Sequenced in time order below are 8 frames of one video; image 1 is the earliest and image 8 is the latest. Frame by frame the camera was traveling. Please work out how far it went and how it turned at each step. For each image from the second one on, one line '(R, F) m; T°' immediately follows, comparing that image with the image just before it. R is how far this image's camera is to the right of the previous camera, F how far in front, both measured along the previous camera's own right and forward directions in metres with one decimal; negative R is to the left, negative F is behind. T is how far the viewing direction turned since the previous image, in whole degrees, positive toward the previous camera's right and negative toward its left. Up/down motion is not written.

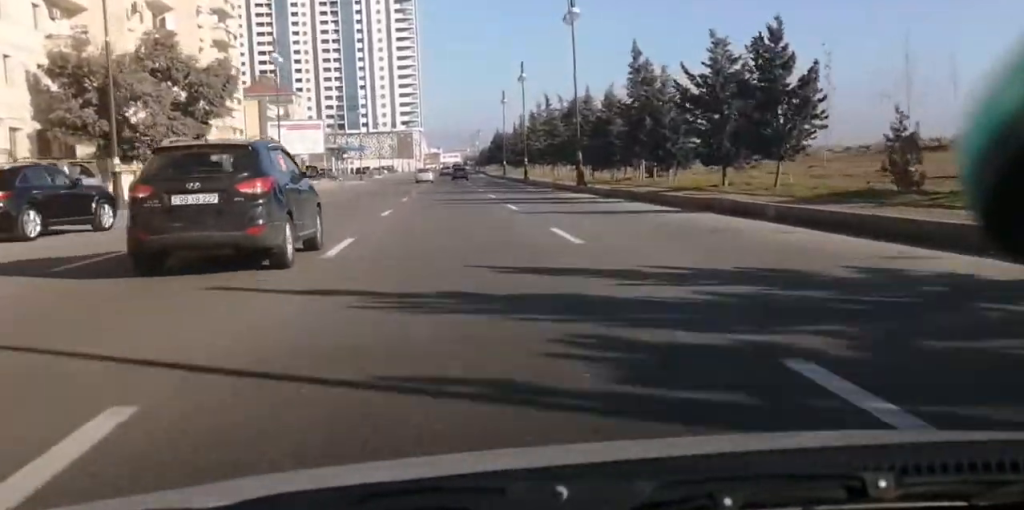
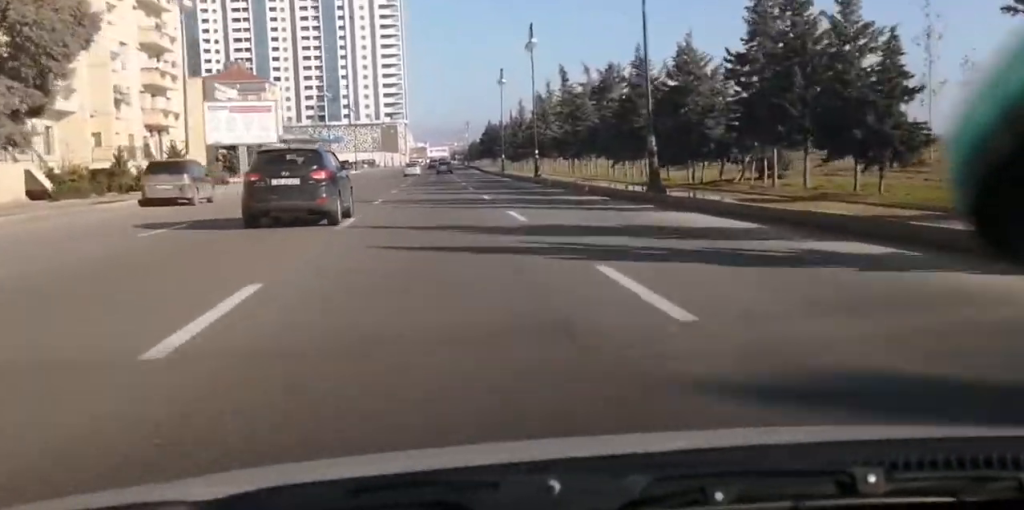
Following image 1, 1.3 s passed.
(-0.1, +20.6) m; +1°
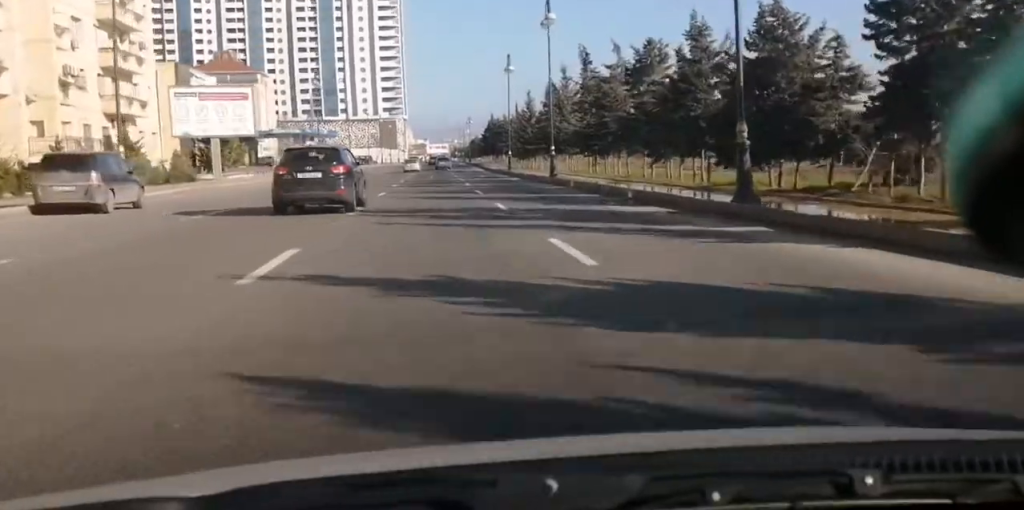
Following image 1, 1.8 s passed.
(-0.1, +9.0) m; +1°
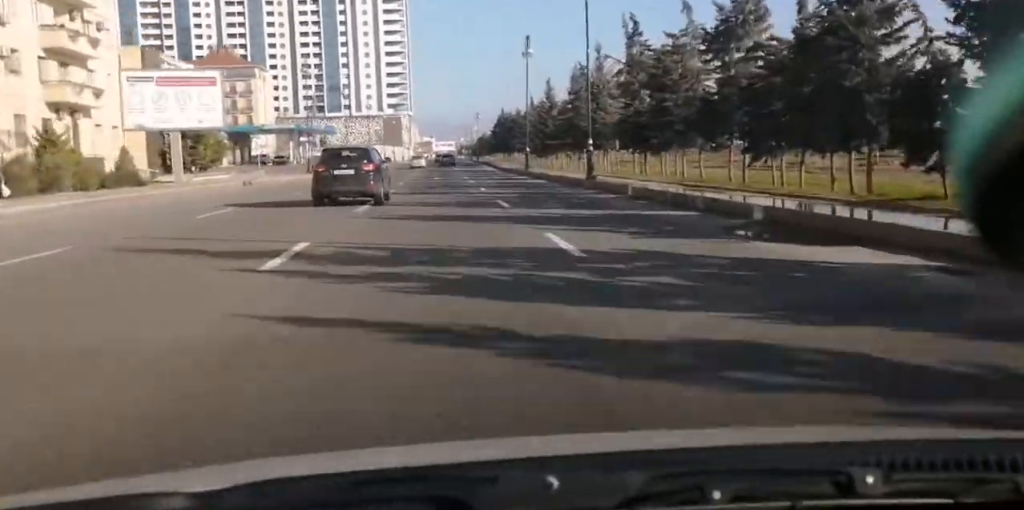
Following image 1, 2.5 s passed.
(+0.3, +11.3) m; +1°
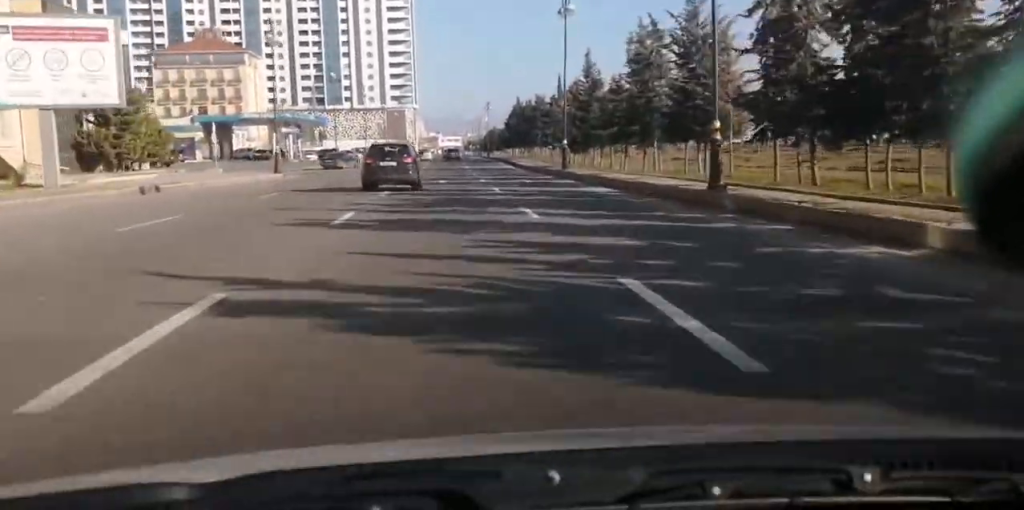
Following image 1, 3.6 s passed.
(0.0, +18.1) m; -2°
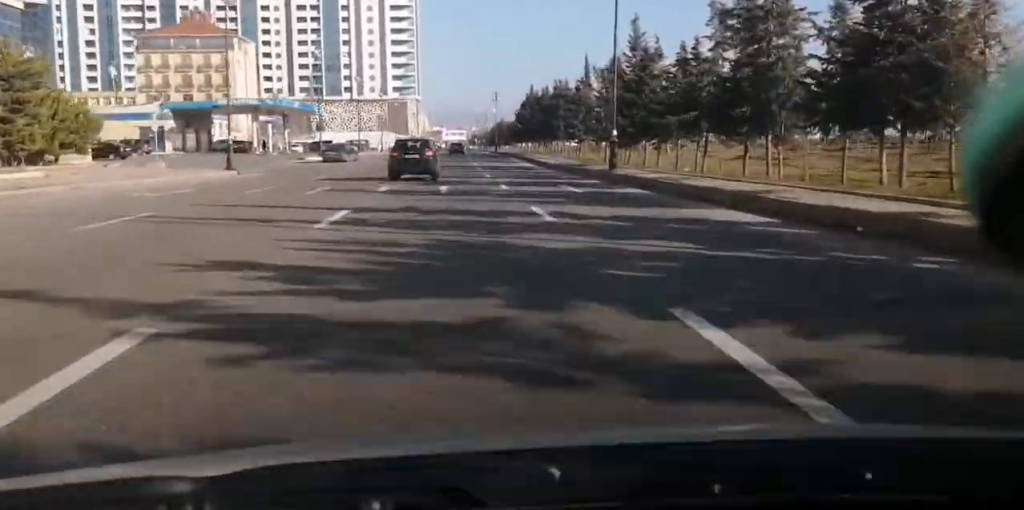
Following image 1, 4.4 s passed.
(-0.3, +13.7) m; -1°
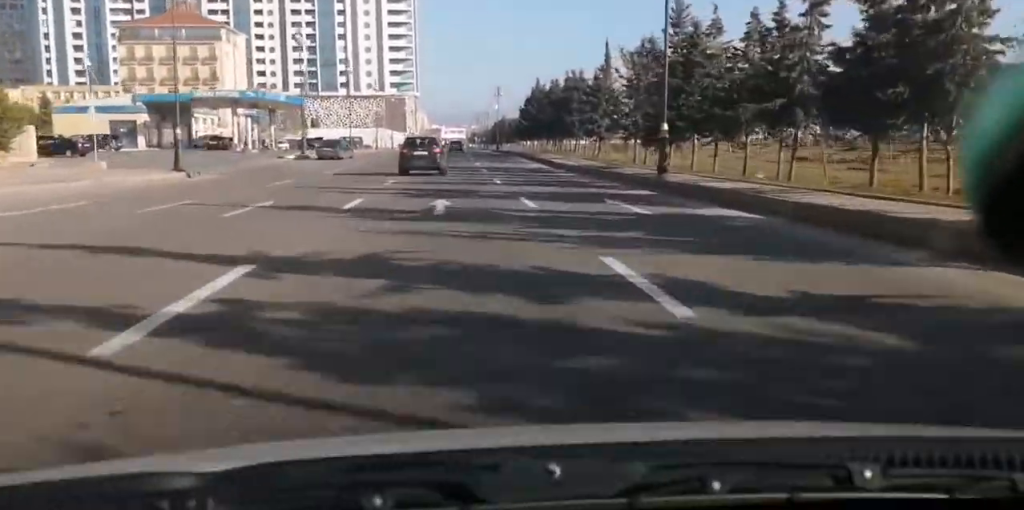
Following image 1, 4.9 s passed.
(-0.3, +8.6) m; 0°
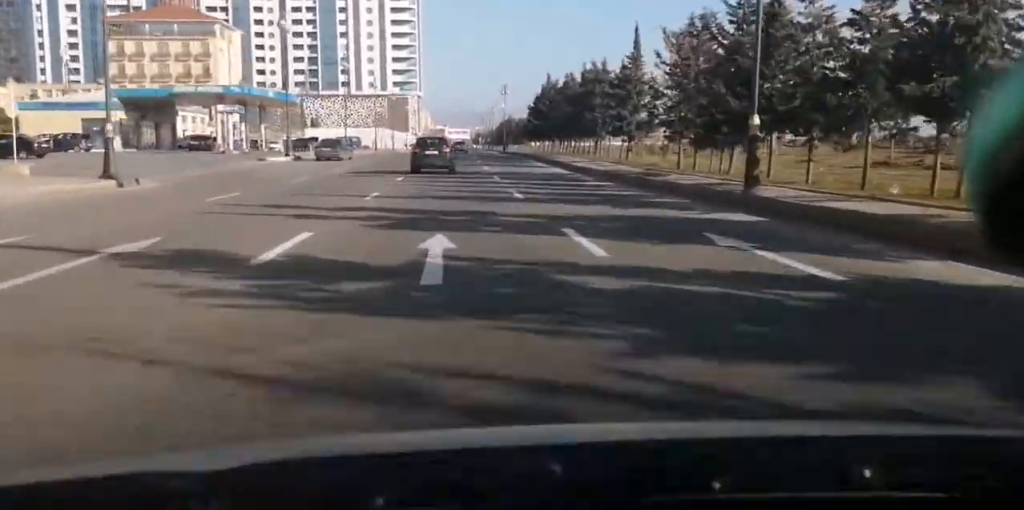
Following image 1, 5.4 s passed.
(+0.2, +8.1) m; +1°
